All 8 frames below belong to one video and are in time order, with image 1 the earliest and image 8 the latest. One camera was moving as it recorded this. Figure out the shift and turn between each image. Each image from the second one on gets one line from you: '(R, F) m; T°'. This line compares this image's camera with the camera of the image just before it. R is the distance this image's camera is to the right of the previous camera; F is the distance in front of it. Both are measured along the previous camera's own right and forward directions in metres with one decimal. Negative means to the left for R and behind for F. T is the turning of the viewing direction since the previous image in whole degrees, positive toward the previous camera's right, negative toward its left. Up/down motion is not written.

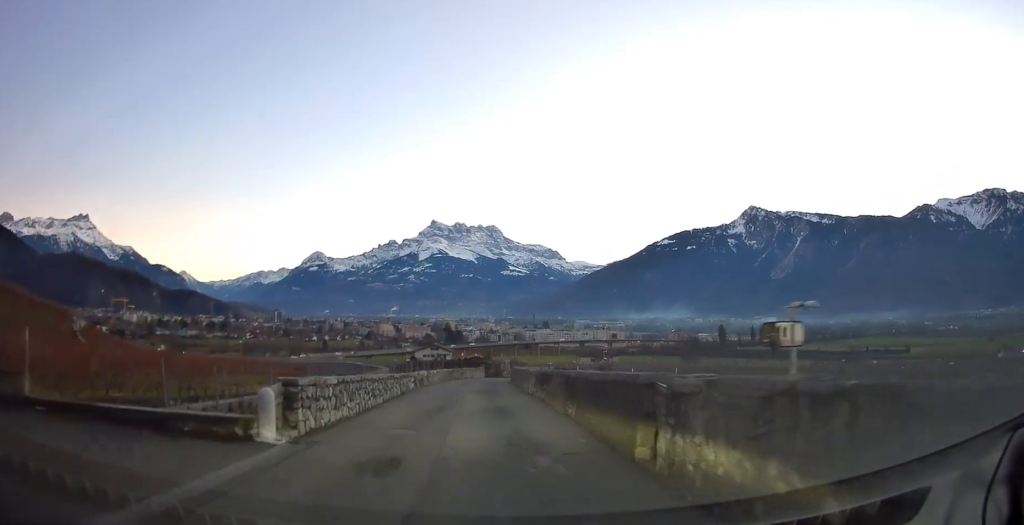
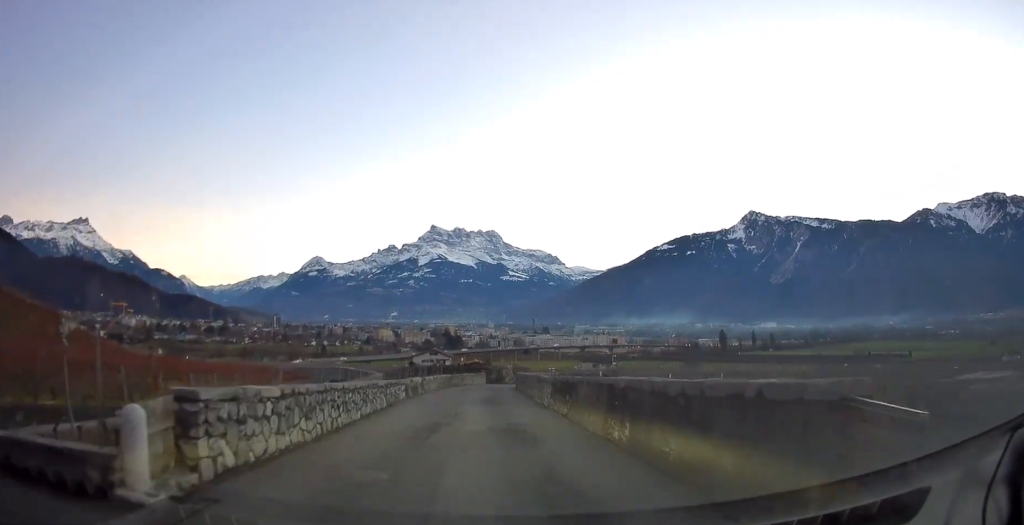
(0.0, +3.5) m; 0°
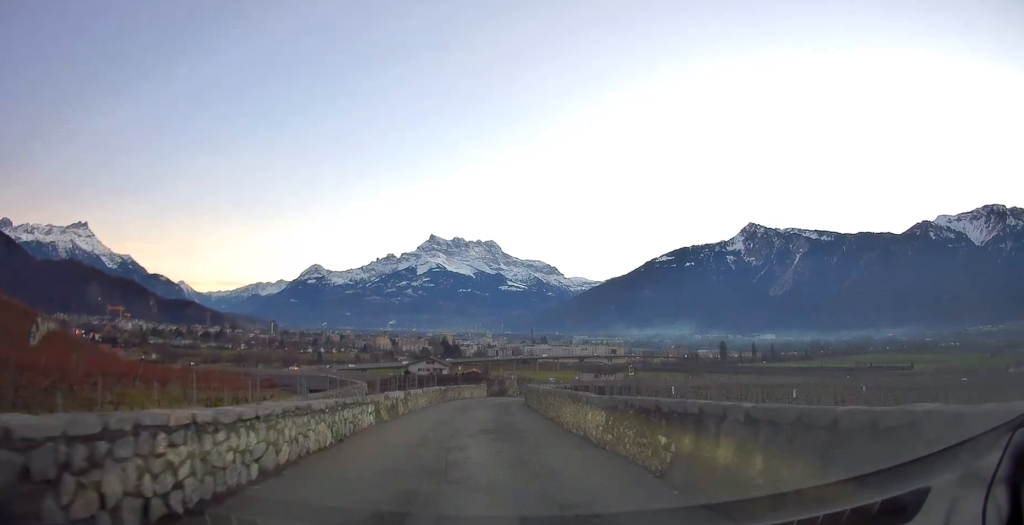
(0.0, +6.5) m; +1°
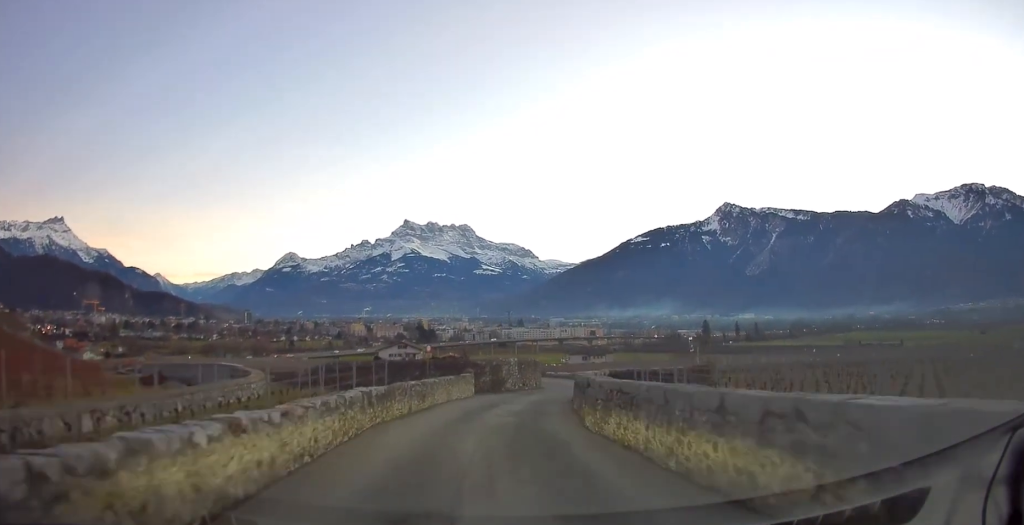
(+0.3, +18.1) m; +3°
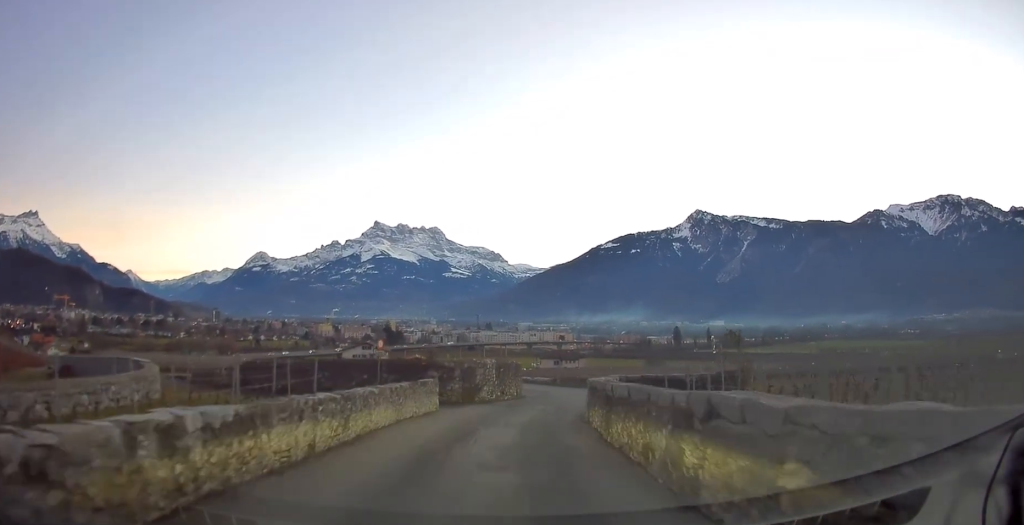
(+0.2, +7.2) m; +1°
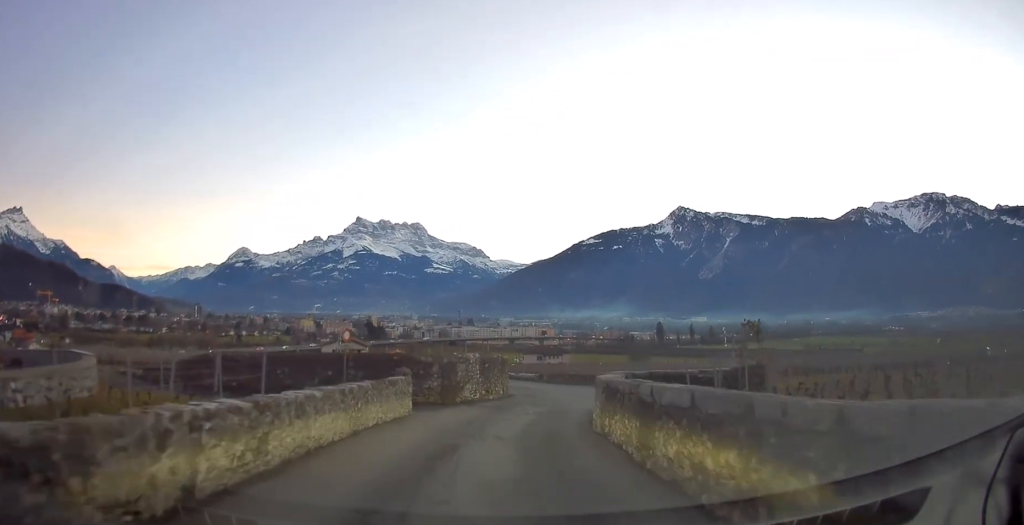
(0.0, +3.1) m; +1°
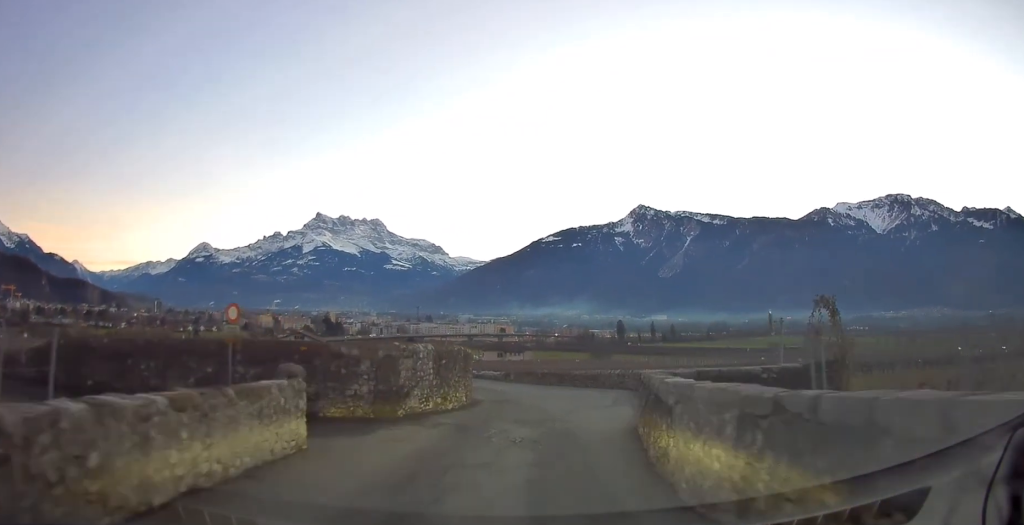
(0.0, +7.0) m; +3°
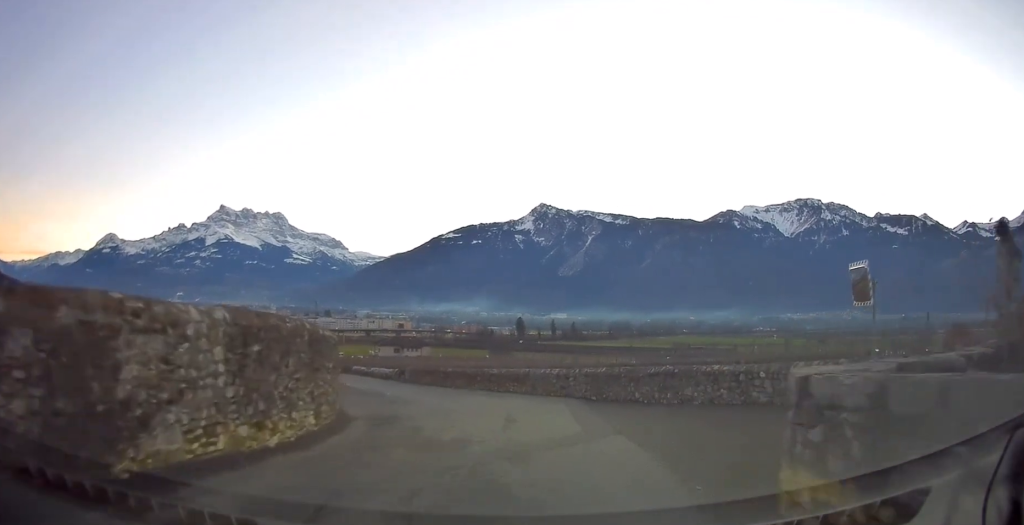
(+0.4, +8.5) m; +6°
